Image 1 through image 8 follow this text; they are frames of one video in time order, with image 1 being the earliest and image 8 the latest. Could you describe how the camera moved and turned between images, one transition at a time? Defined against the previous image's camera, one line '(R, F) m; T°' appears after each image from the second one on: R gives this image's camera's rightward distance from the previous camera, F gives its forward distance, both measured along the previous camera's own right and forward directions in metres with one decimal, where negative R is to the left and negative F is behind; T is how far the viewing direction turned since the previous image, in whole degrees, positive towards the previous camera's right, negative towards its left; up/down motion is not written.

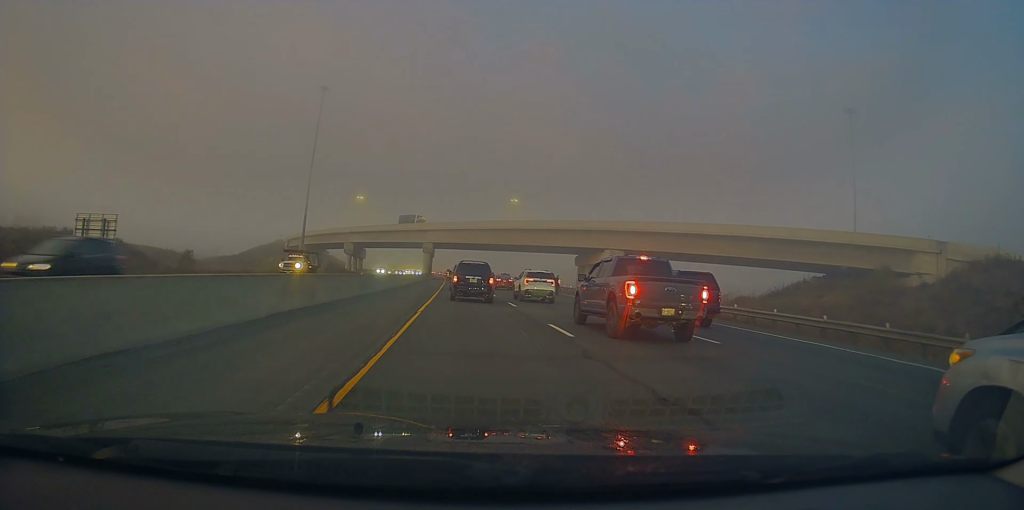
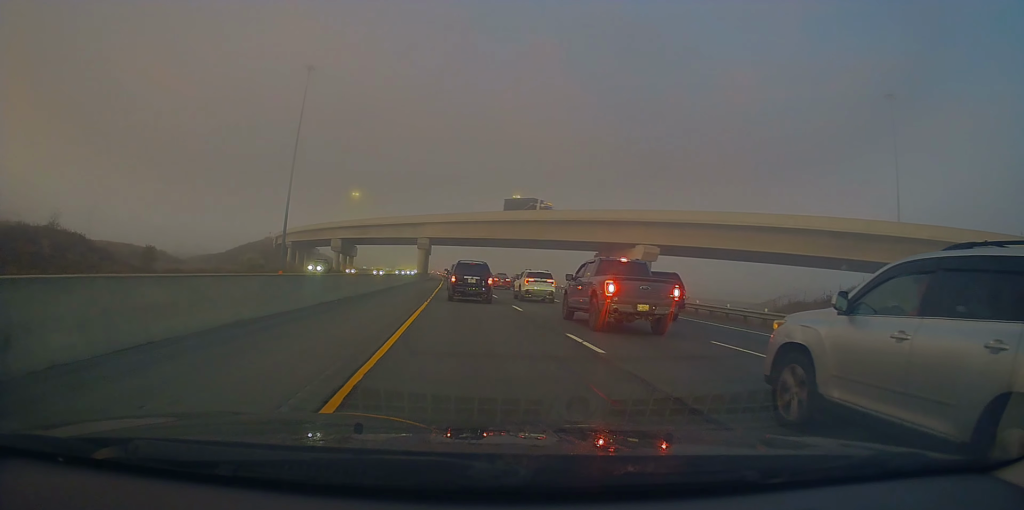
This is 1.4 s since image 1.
(0.0, +14.0) m; -1°
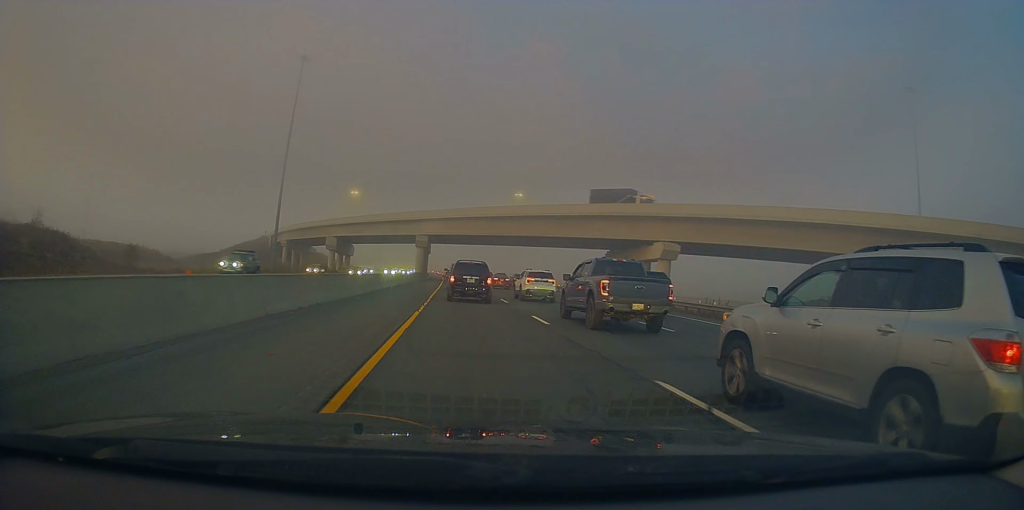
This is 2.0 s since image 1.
(-0.1, +5.5) m; -1°
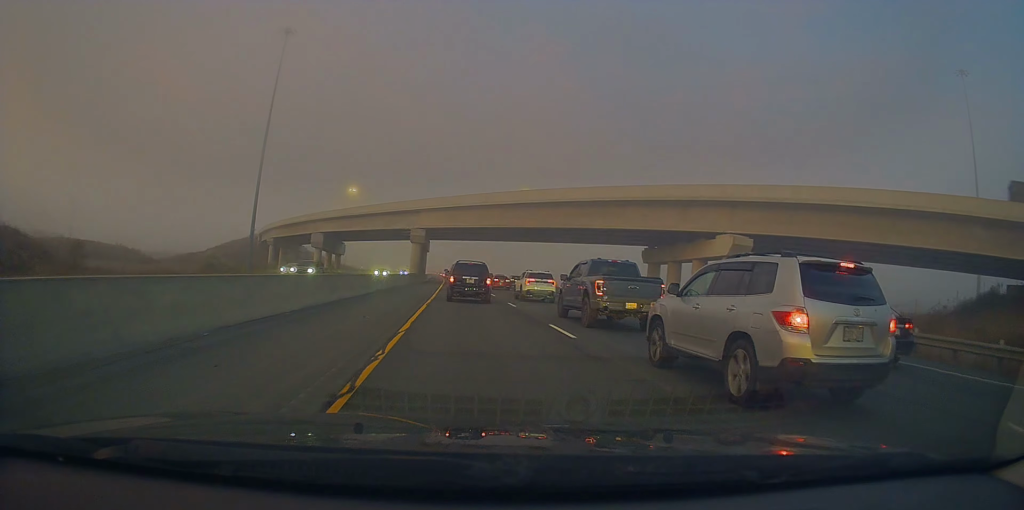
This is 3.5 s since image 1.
(-0.2, +13.2) m; 0°
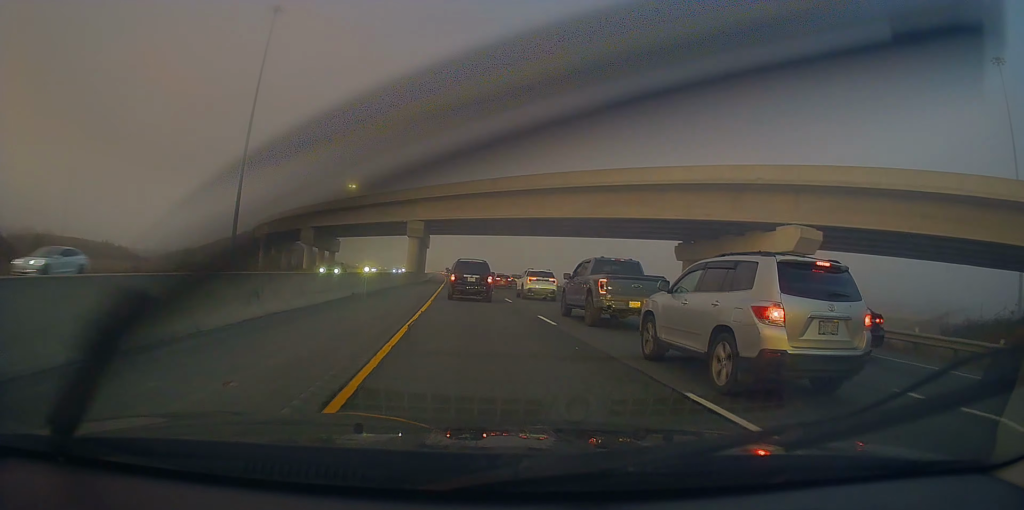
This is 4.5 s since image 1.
(+0.2, +8.7) m; 0°
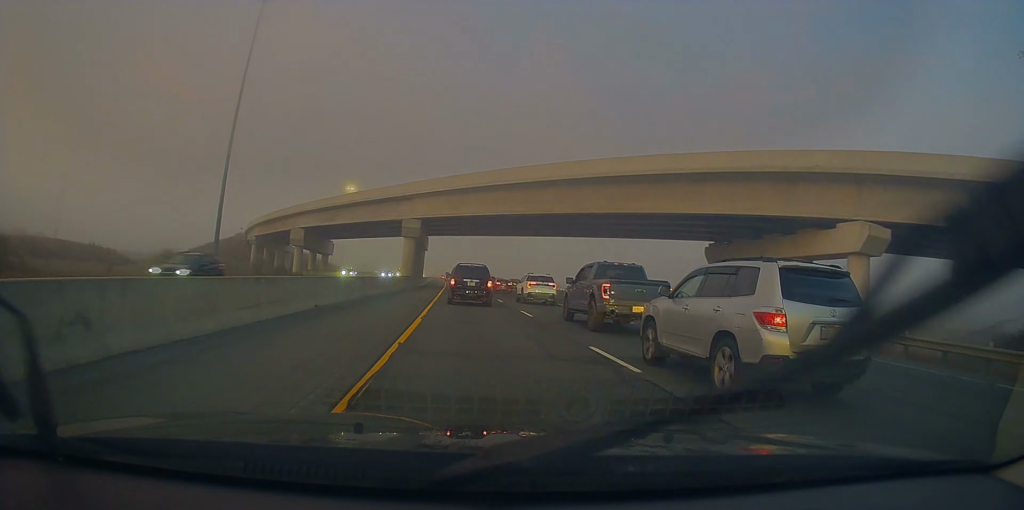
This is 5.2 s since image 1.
(-0.1, +7.0) m; -1°
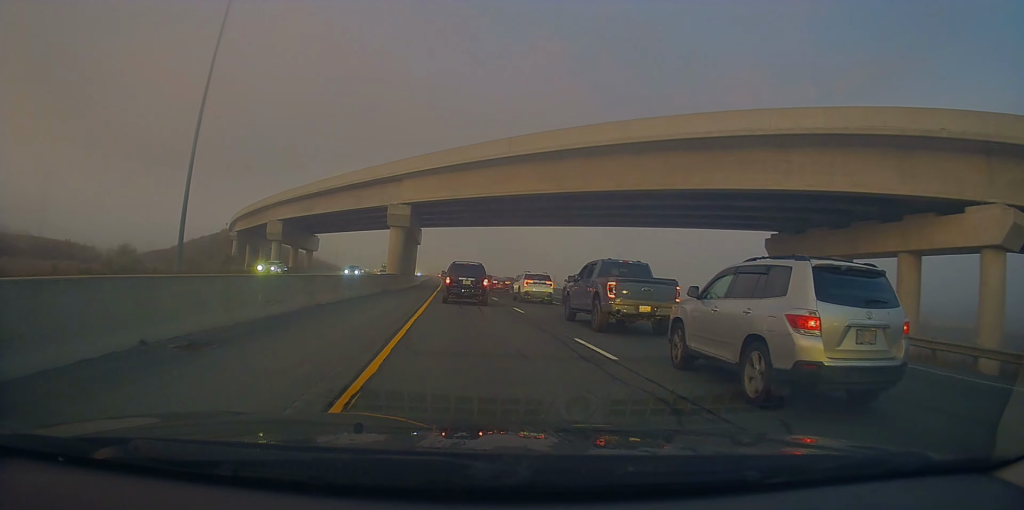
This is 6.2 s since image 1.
(-0.2, +10.8) m; -1°
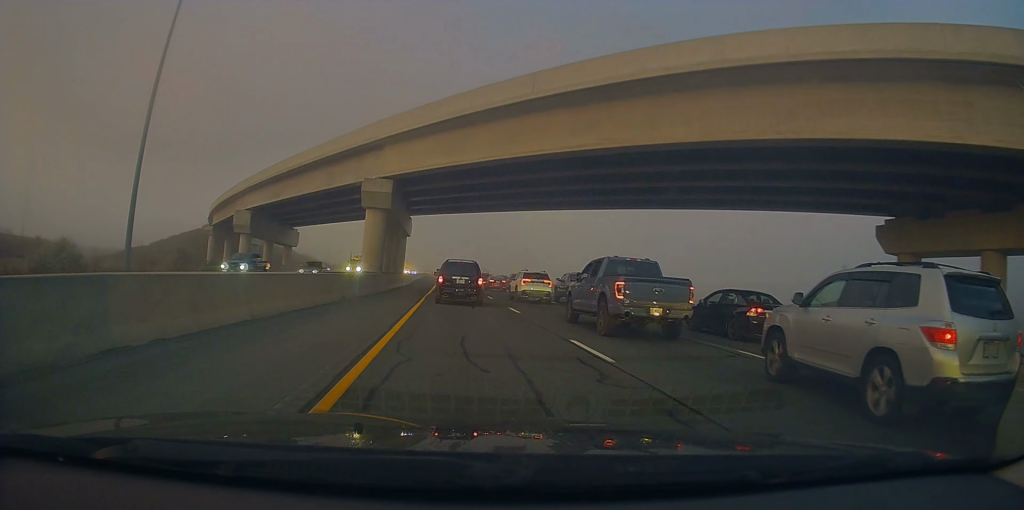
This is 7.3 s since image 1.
(+0.1, +12.8) m; +1°
